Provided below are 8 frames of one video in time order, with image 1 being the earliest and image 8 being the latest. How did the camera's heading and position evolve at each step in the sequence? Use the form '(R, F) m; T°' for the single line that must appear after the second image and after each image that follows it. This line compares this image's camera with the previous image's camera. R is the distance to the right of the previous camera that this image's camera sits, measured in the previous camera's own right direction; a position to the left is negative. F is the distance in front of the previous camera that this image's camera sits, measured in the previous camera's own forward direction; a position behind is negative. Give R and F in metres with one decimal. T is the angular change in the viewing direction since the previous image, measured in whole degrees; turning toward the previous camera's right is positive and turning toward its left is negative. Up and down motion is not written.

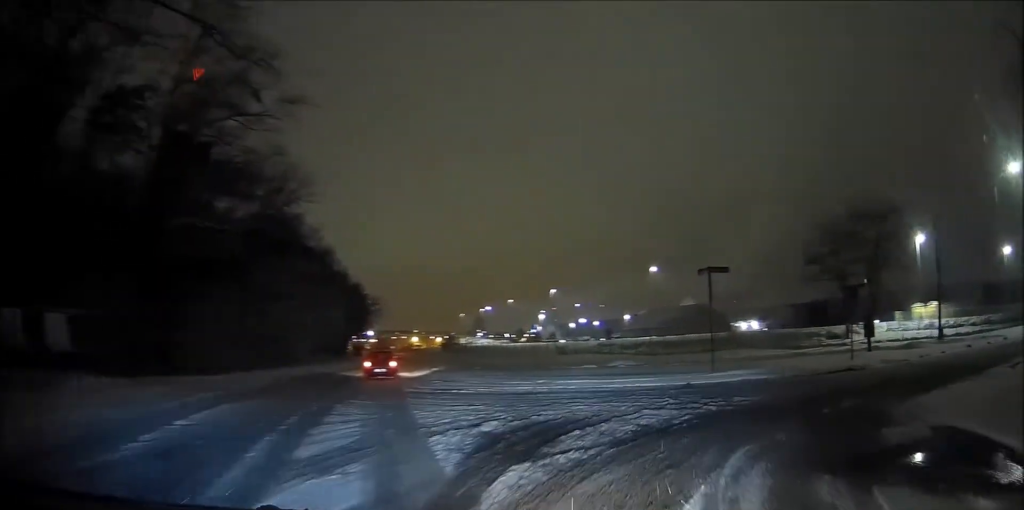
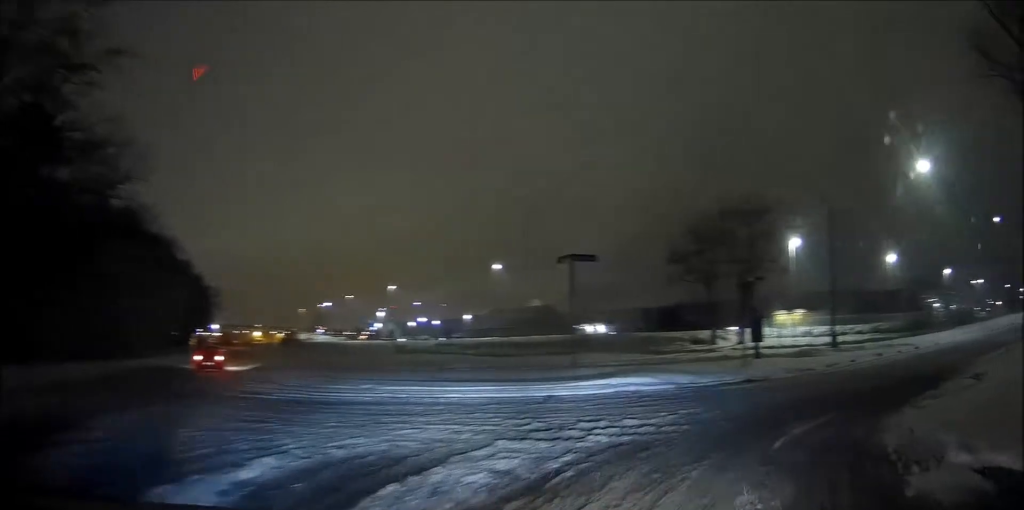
(+0.2, +3.5) m; +9°
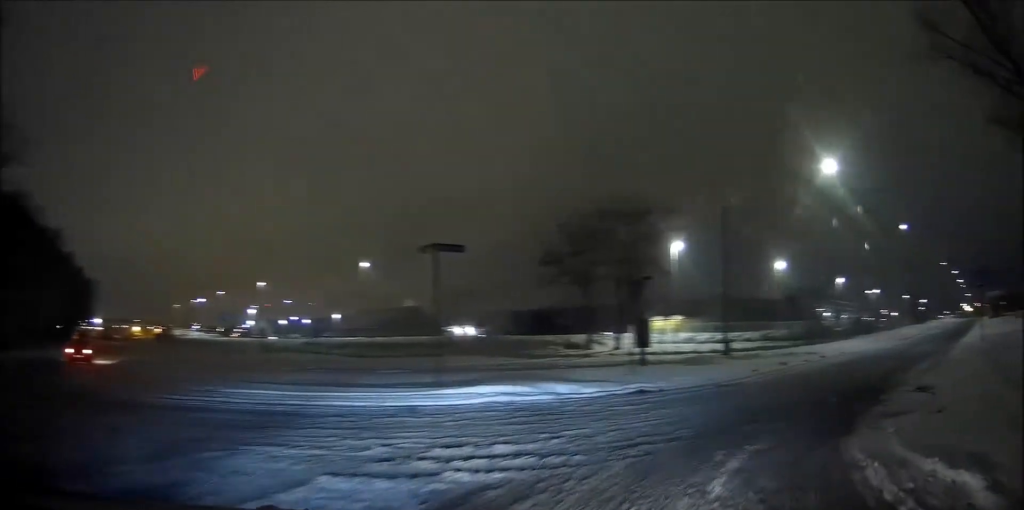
(0.0, +2.1) m; +10°
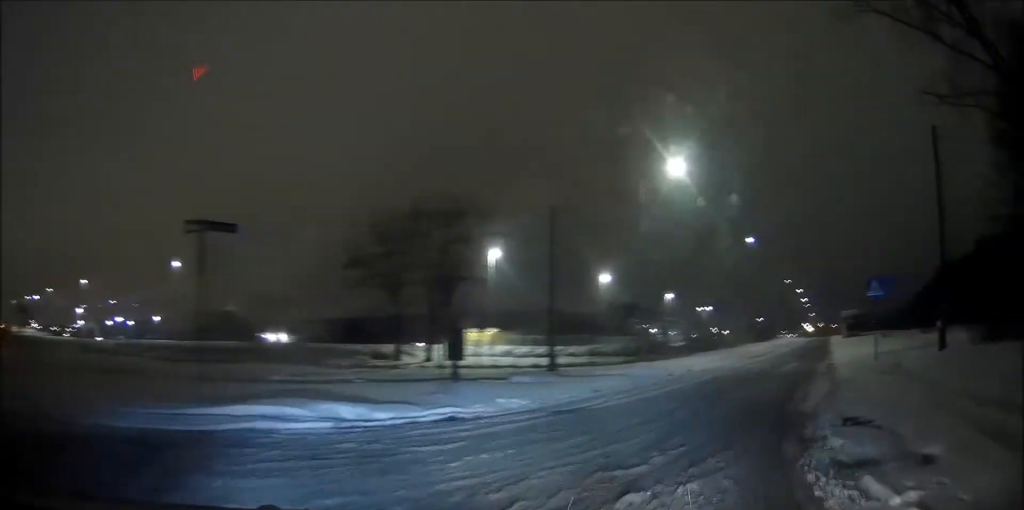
(+0.5, +3.1) m; +19°
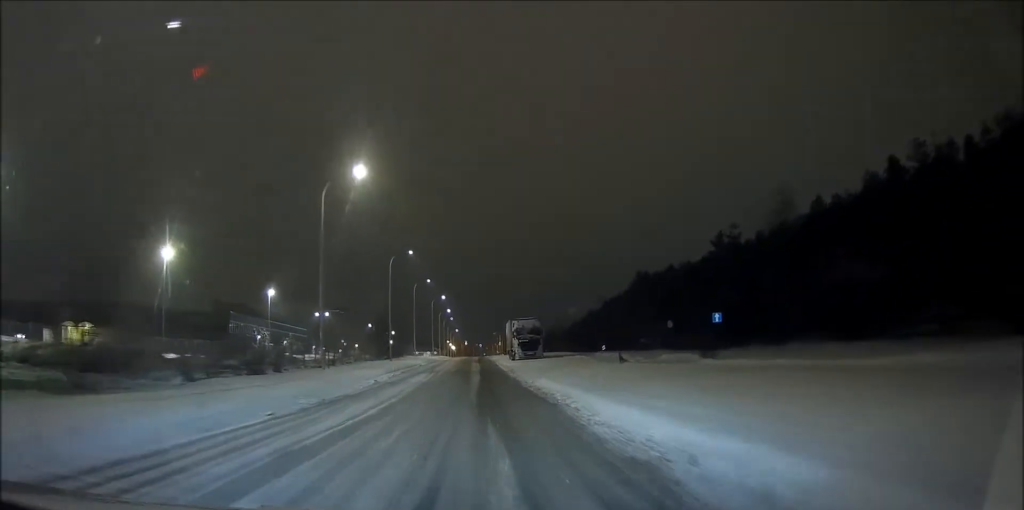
(+15.3, +19.1) m; +49°
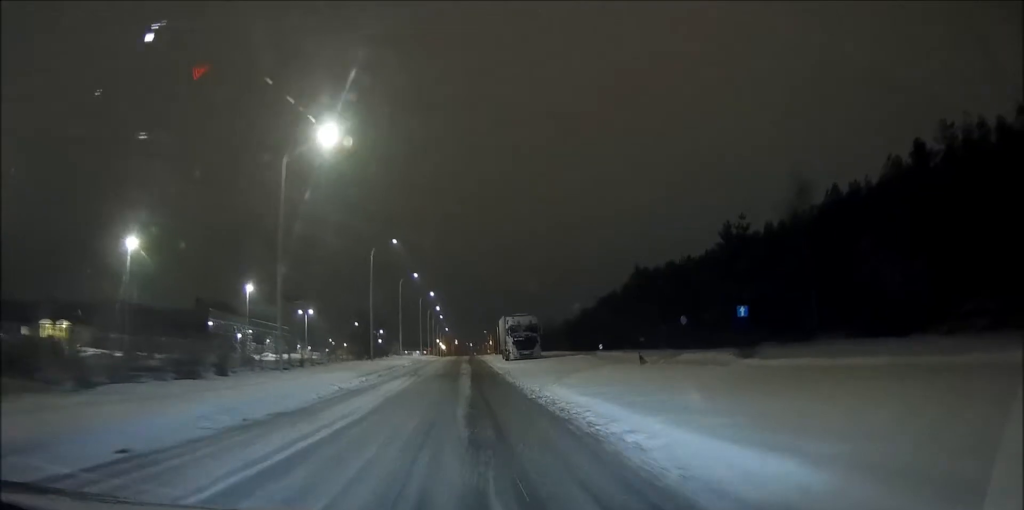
(0.0, +5.8) m; 0°
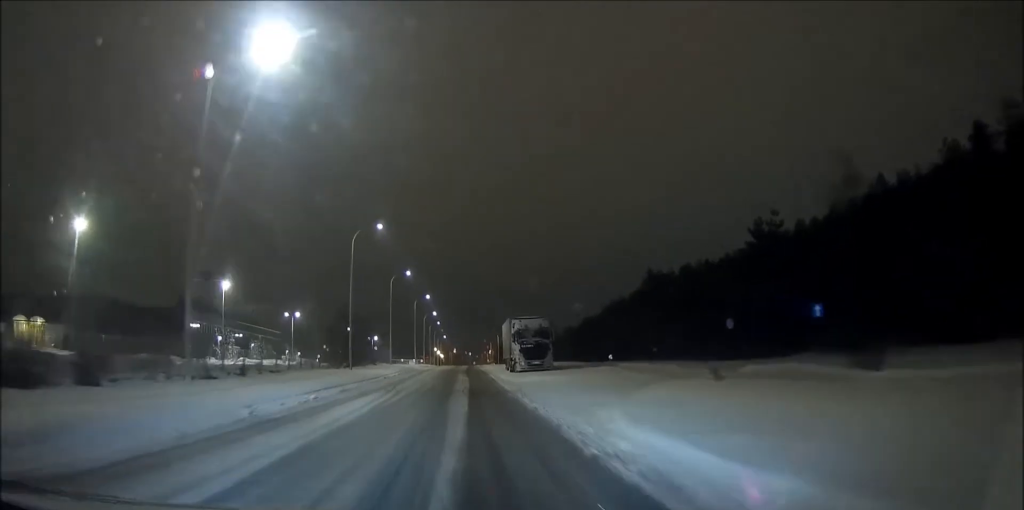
(0.0, +9.0) m; 0°
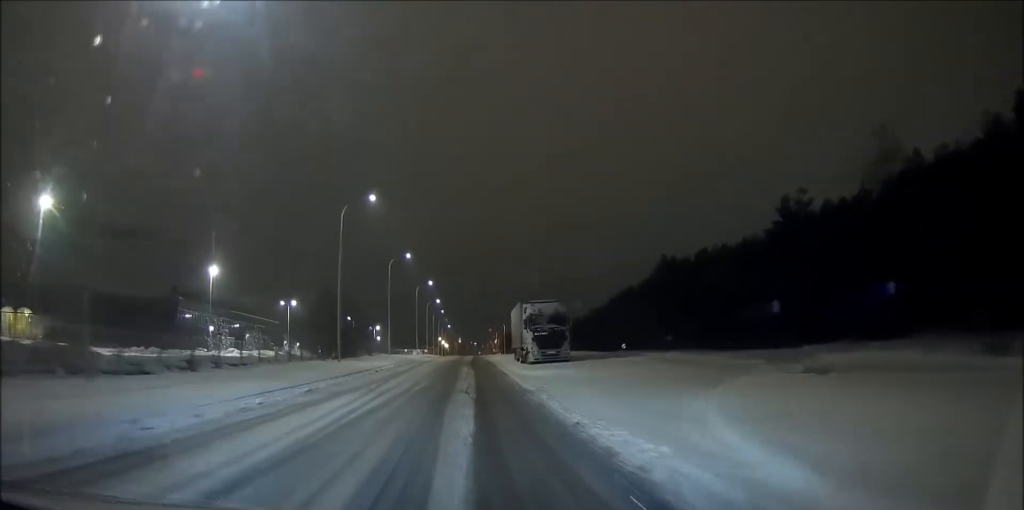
(0.0, +5.9) m; 0°
